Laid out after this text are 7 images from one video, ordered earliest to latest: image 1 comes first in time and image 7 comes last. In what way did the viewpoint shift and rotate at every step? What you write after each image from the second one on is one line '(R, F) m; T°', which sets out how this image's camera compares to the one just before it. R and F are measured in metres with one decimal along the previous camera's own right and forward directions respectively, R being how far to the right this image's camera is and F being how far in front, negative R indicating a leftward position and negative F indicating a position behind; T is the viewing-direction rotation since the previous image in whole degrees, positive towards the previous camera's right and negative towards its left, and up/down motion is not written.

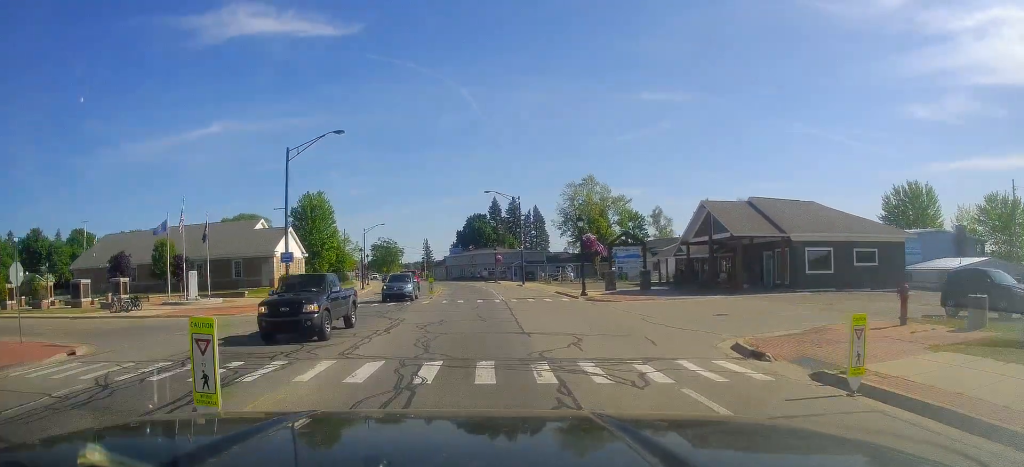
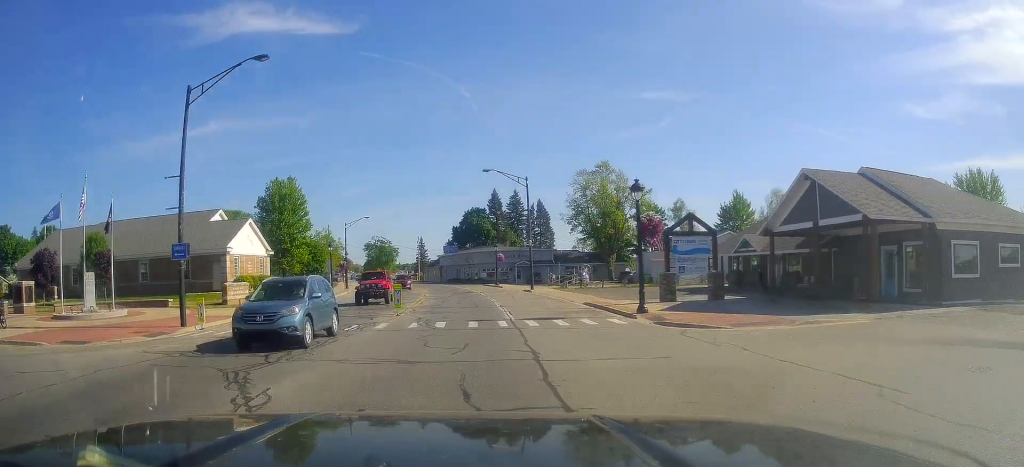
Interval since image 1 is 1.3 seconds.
(0.0, +12.9) m; 0°
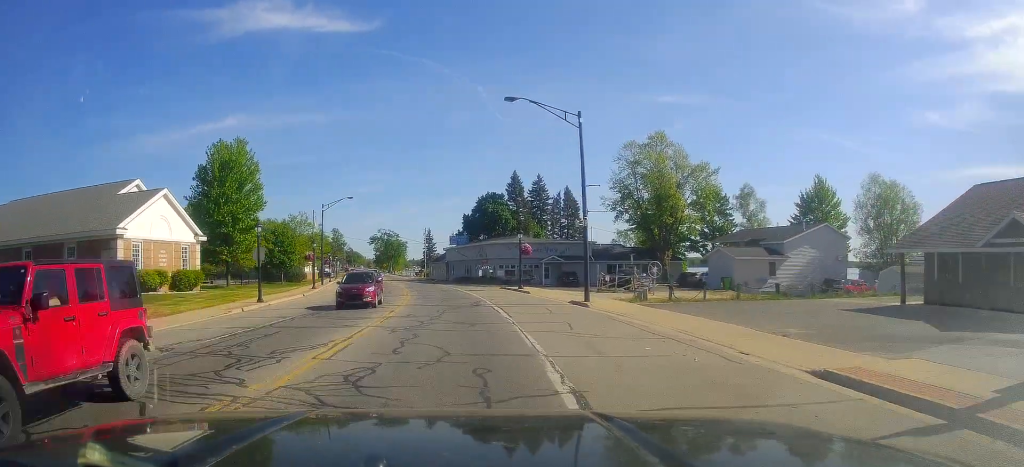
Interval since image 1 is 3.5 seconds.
(-0.5, +20.5) m; -5°
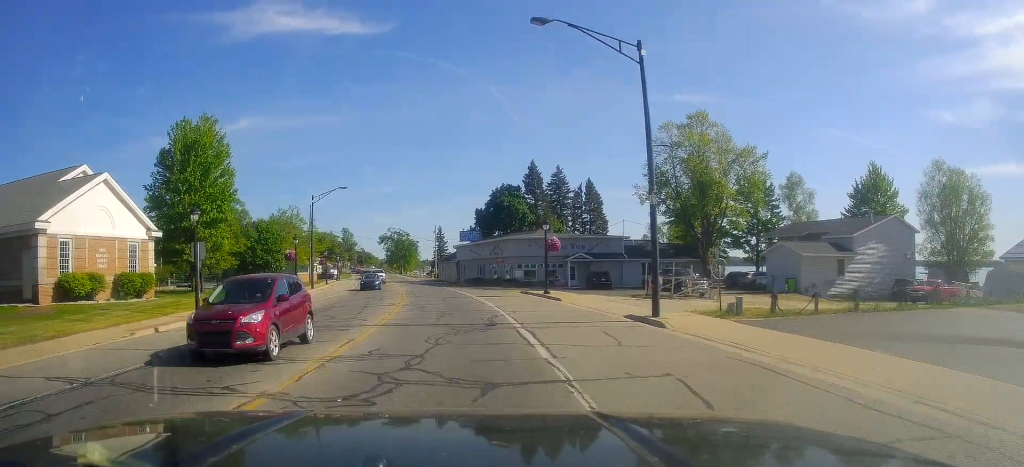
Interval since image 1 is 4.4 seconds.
(-0.3, +9.4) m; +1°
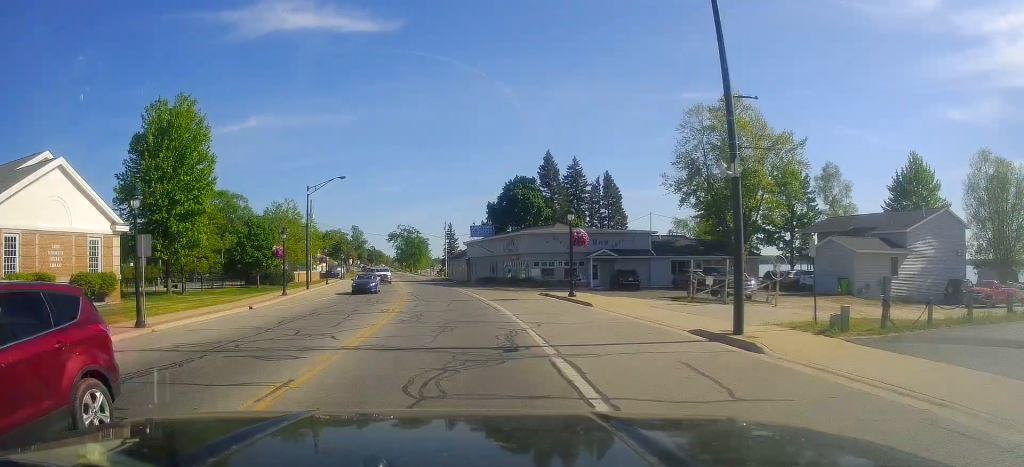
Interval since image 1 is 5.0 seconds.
(+0.4, +5.6) m; +1°
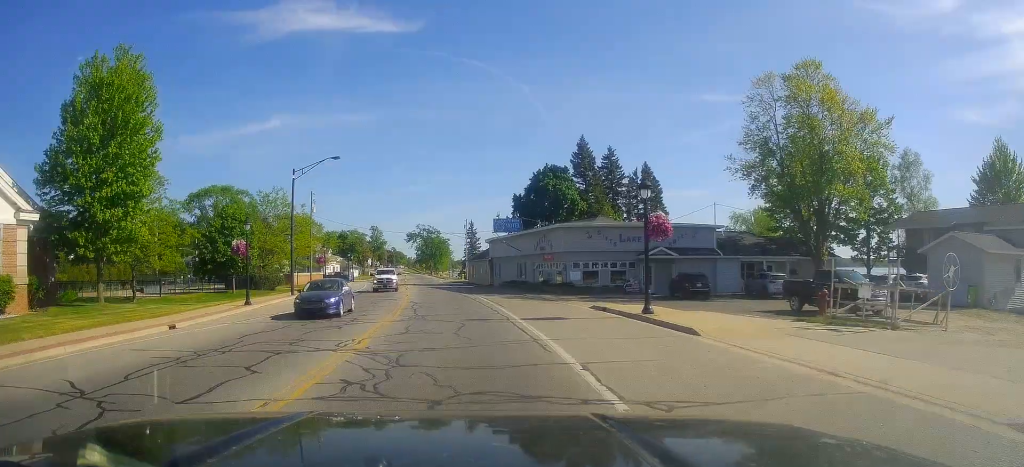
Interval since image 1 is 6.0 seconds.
(-0.2, +10.4) m; -4°
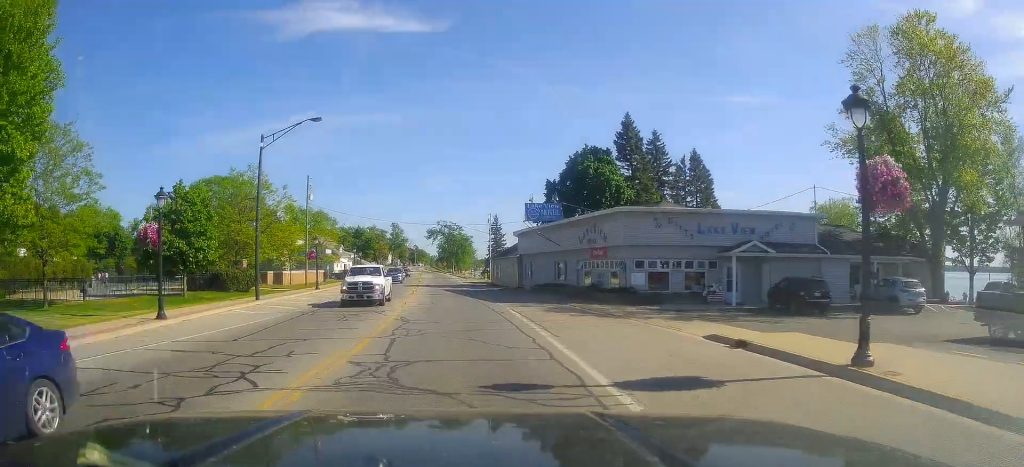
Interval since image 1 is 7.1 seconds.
(-0.4, +11.3) m; -5°
